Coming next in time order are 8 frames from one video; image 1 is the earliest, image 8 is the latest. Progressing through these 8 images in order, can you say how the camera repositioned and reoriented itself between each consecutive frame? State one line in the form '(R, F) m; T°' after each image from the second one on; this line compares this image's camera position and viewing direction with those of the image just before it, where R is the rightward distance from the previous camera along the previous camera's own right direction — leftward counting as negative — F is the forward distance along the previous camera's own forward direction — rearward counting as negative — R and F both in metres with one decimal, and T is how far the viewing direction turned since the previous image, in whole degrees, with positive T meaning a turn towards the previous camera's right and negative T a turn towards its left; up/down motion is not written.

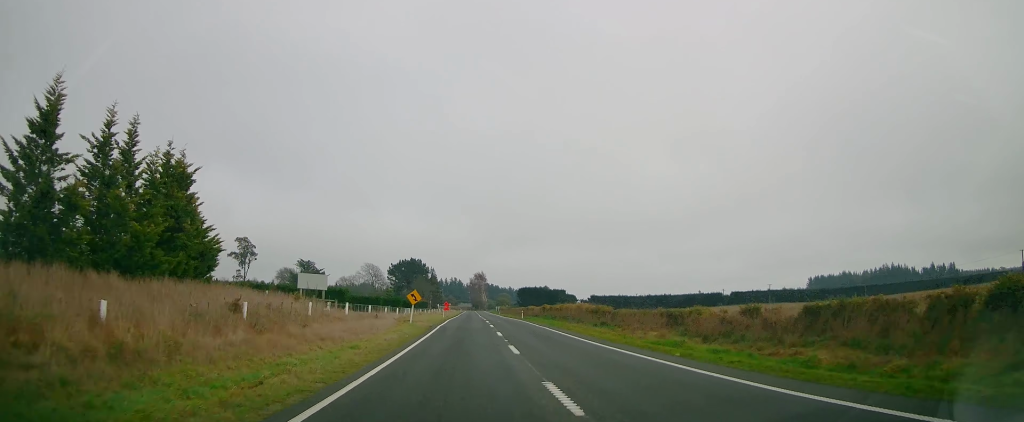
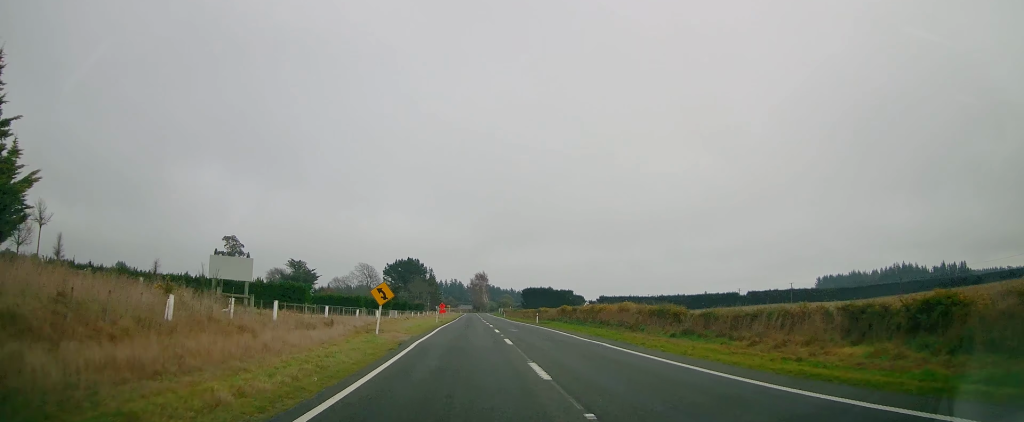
(+0.1, +16.3) m; 0°
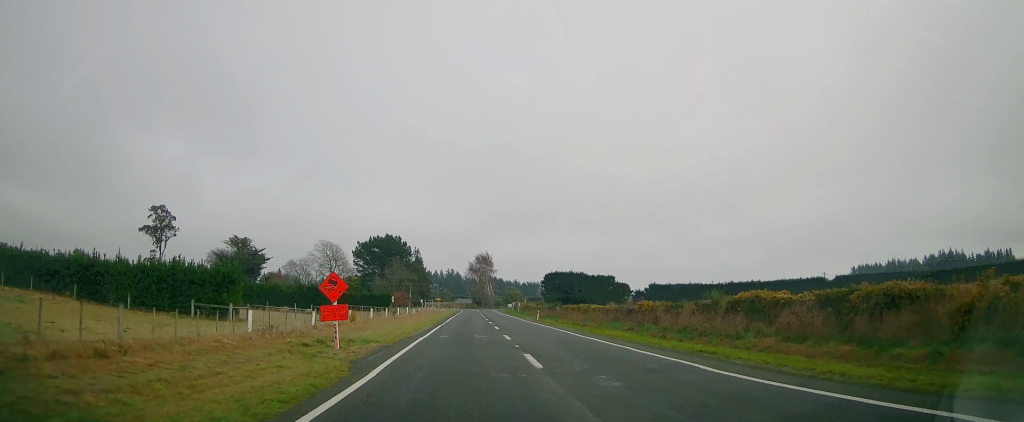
(-0.8, +67.6) m; -1°
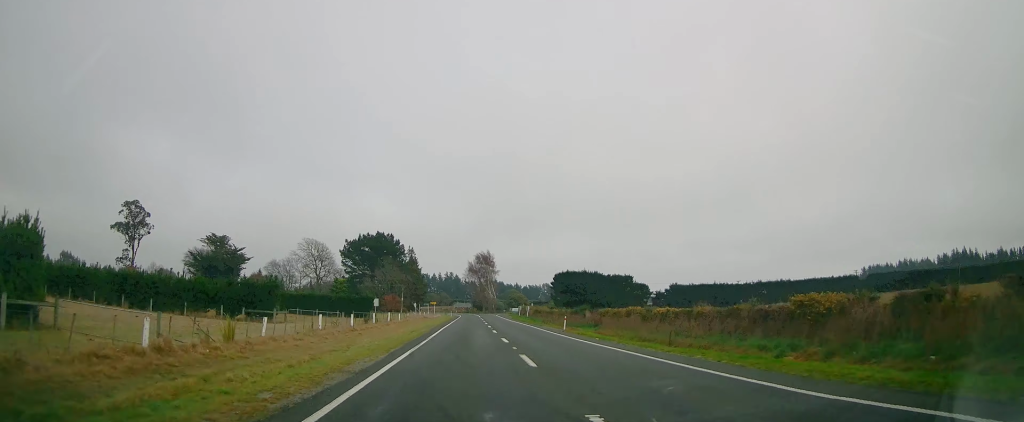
(+0.3, +18.4) m; +1°
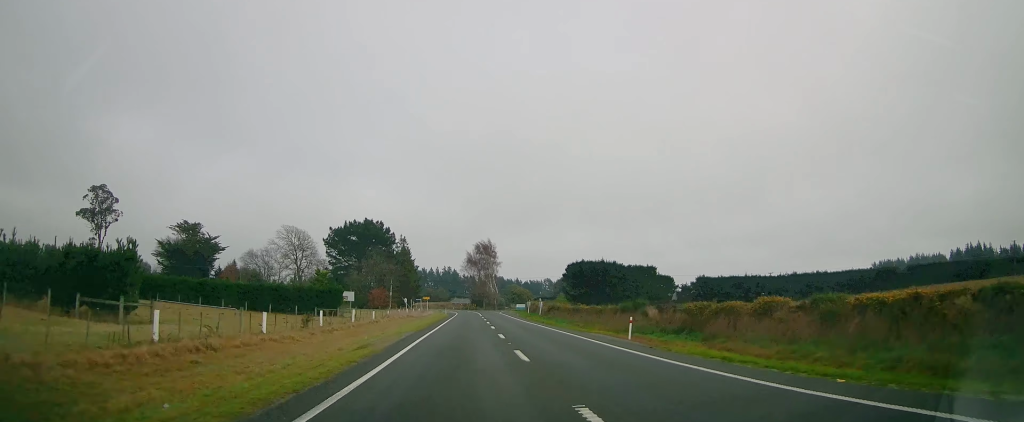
(+0.1, +19.8) m; 0°
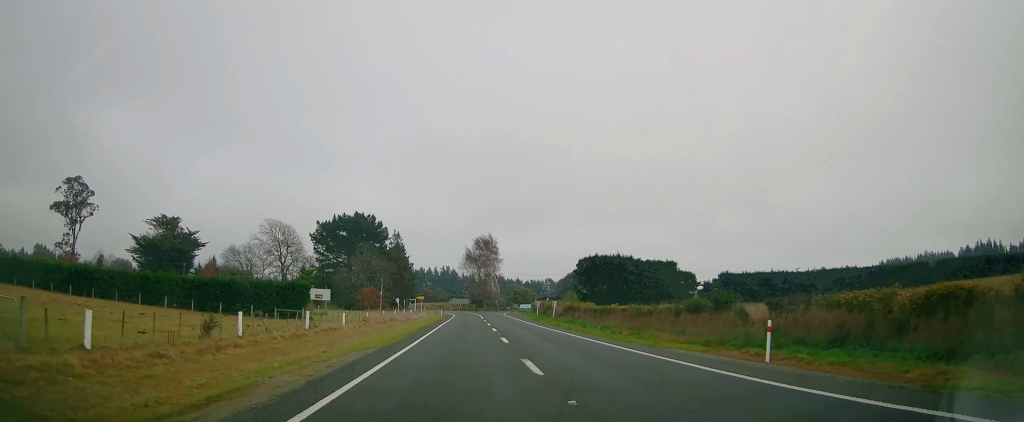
(+0.1, +13.6) m; 0°
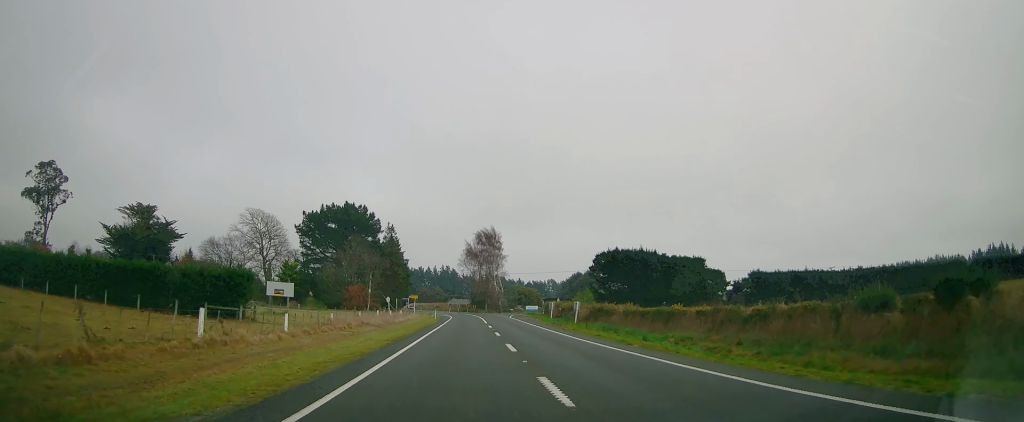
(-0.2, +13.9) m; 0°
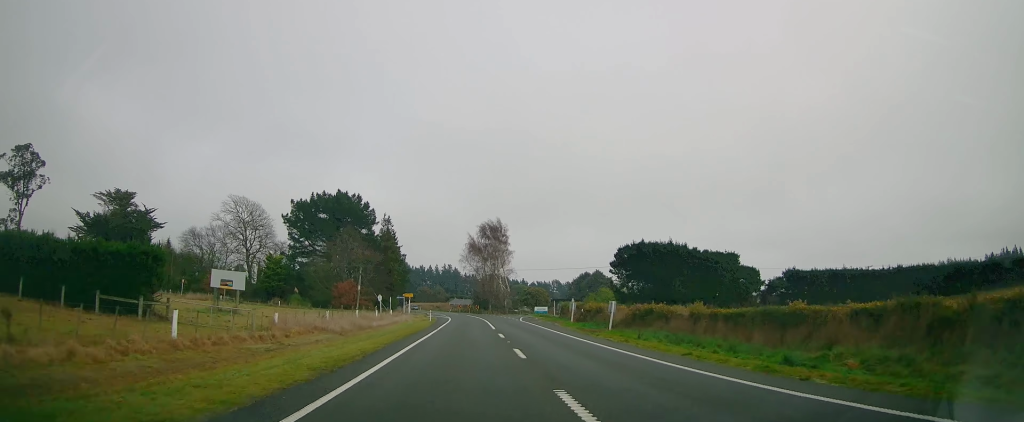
(-0.2, +12.2) m; 0°
